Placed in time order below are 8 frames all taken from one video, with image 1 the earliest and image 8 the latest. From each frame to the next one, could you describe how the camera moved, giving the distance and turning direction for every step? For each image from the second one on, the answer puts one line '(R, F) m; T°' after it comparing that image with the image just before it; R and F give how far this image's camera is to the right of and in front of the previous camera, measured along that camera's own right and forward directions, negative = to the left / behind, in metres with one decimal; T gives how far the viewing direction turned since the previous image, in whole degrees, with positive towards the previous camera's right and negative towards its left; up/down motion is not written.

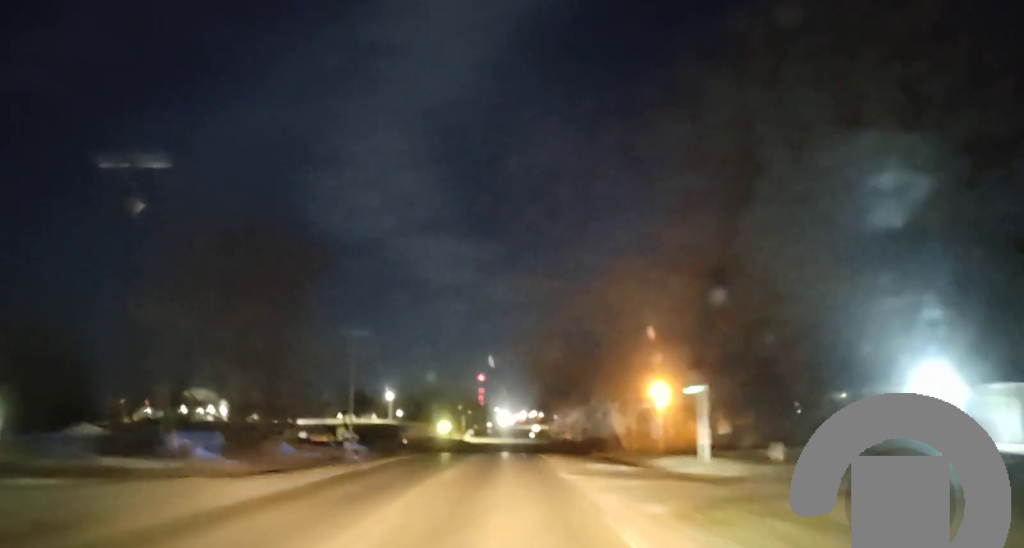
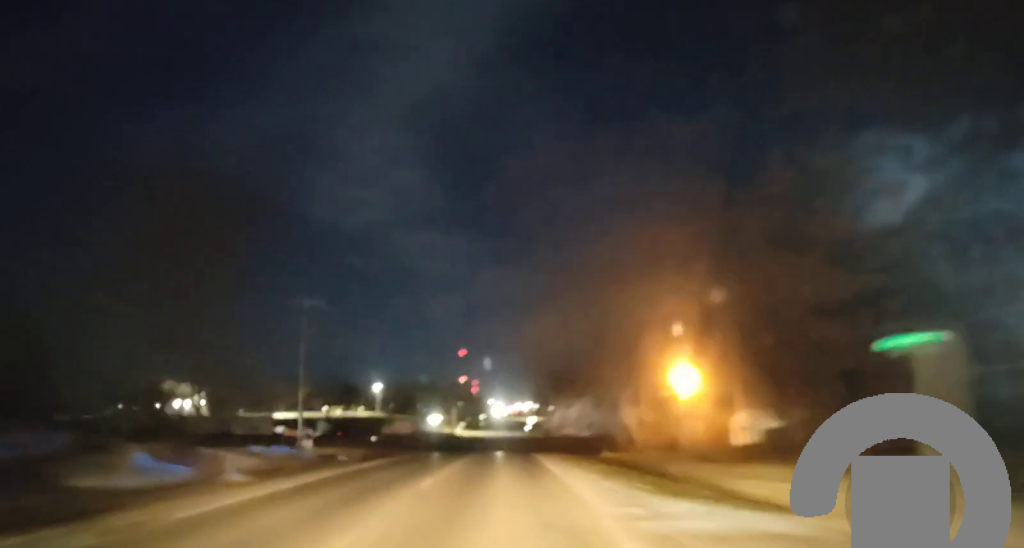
(-0.1, +16.0) m; 0°
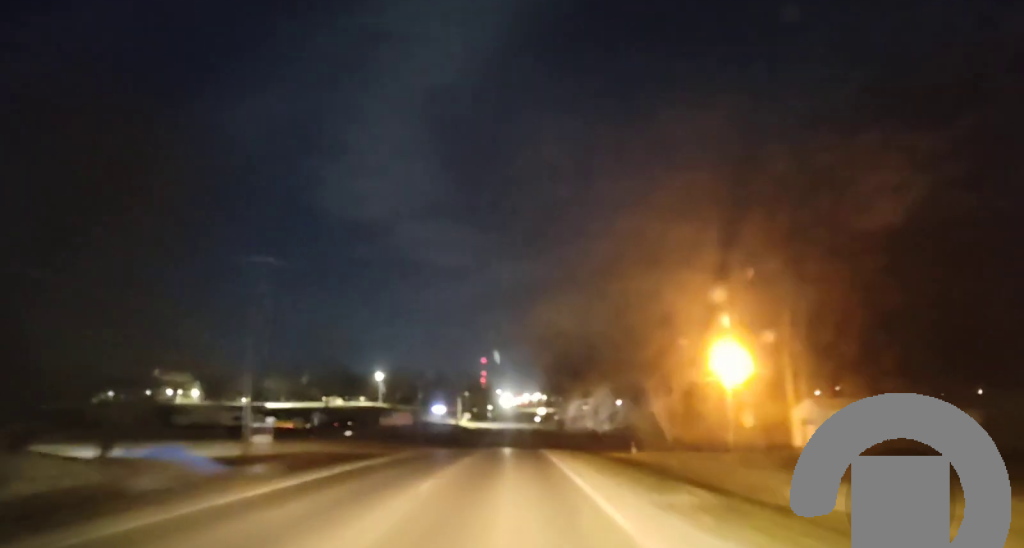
(0.0, +15.3) m; 0°
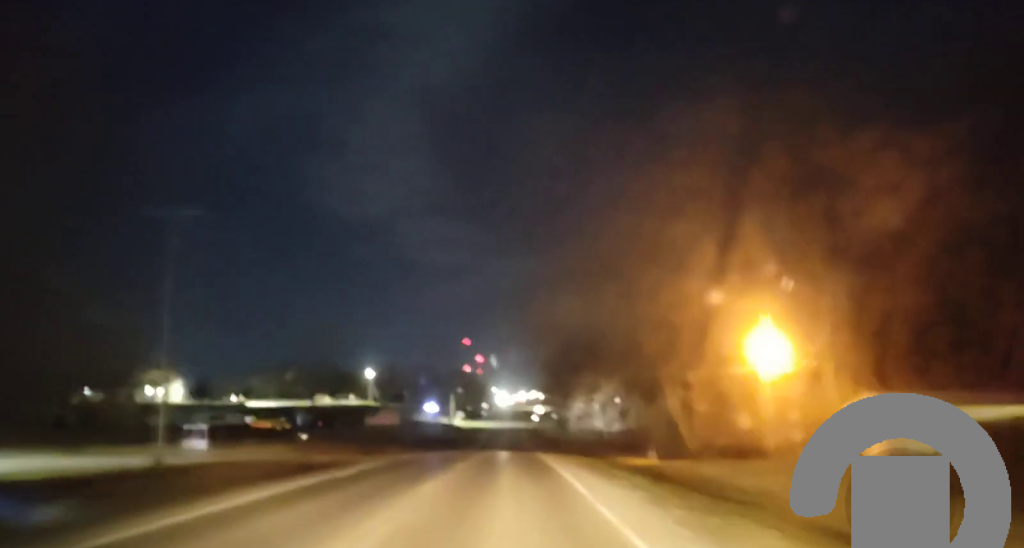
(+0.1, +10.9) m; 0°
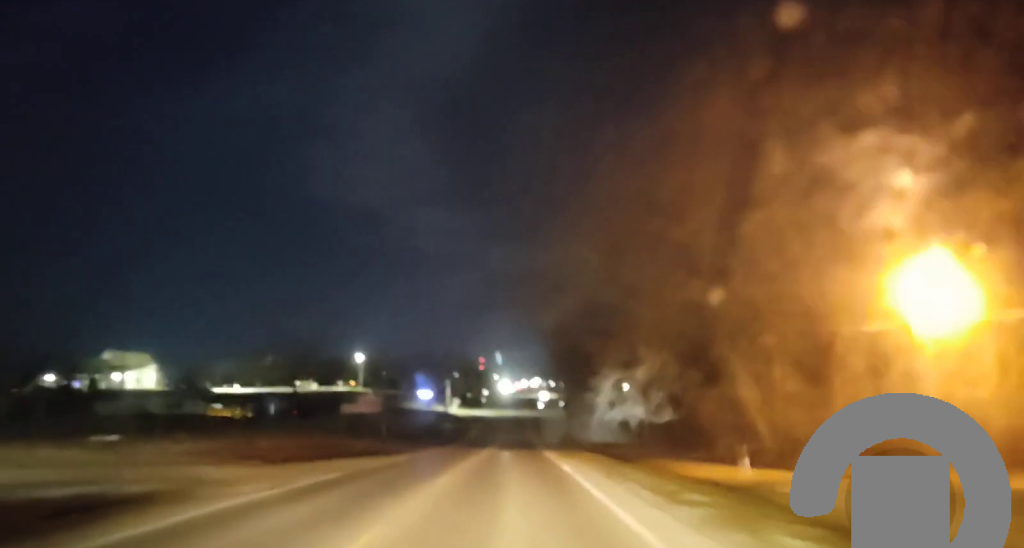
(-0.1, +21.9) m; 0°
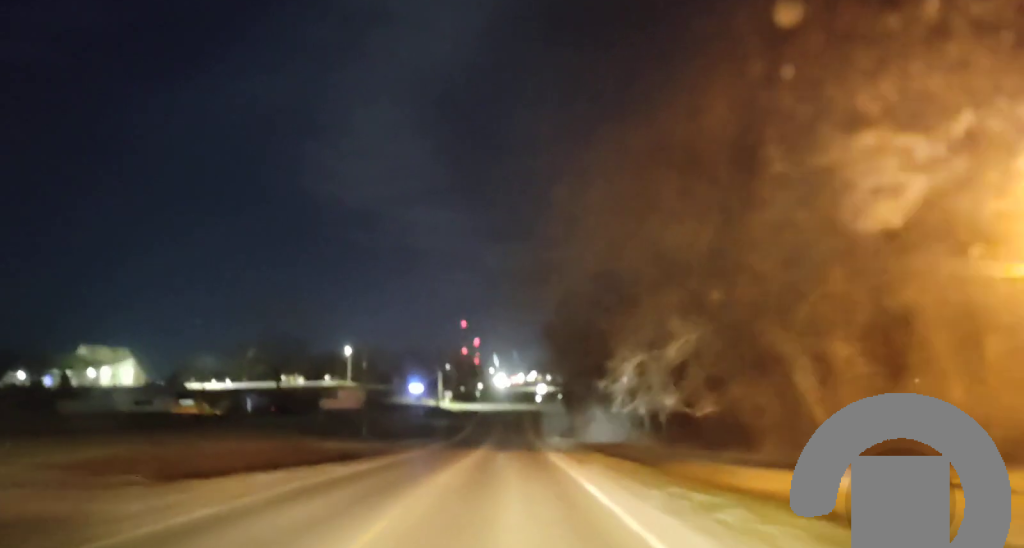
(+0.1, +12.0) m; 0°
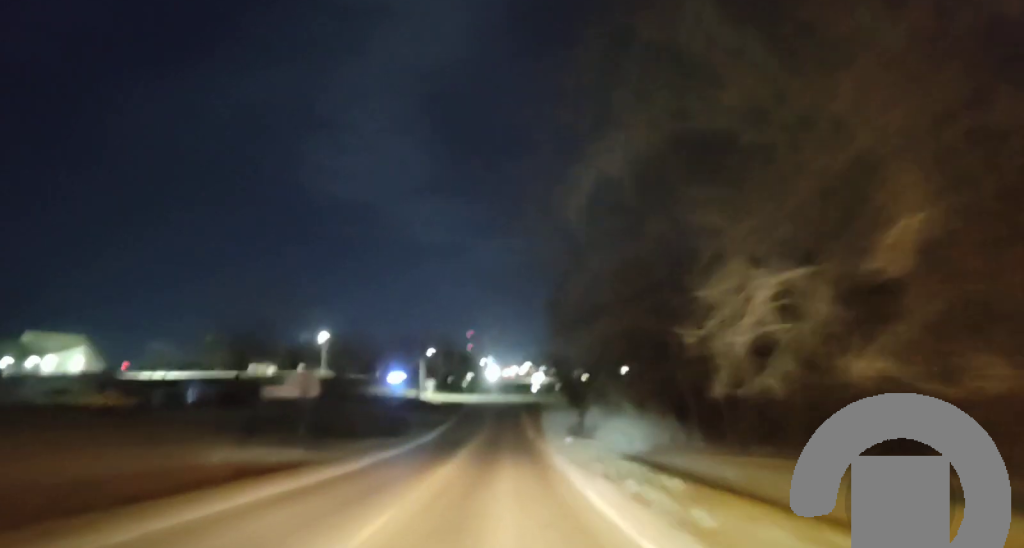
(+0.1, +23.1) m; +1°
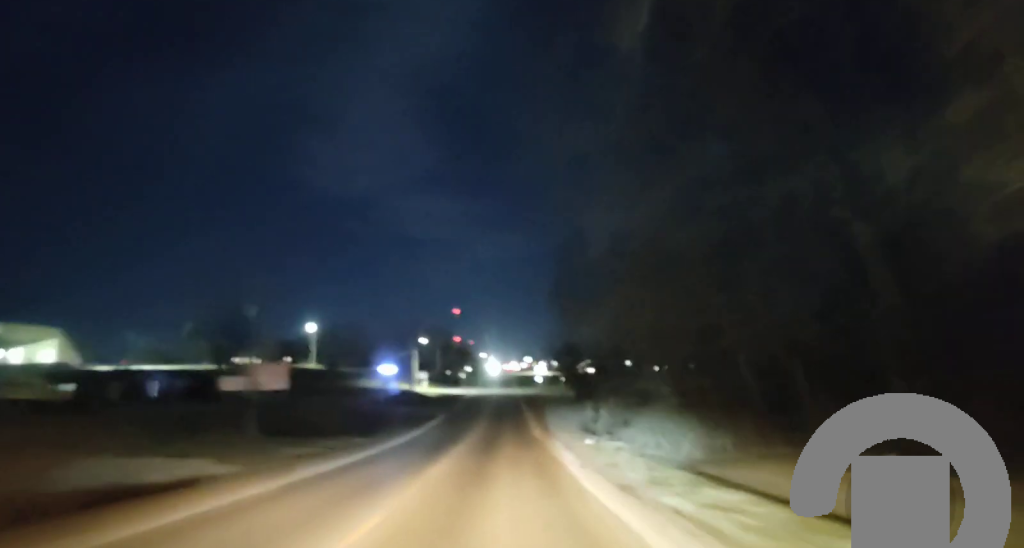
(+0.3, +13.1) m; +1°
